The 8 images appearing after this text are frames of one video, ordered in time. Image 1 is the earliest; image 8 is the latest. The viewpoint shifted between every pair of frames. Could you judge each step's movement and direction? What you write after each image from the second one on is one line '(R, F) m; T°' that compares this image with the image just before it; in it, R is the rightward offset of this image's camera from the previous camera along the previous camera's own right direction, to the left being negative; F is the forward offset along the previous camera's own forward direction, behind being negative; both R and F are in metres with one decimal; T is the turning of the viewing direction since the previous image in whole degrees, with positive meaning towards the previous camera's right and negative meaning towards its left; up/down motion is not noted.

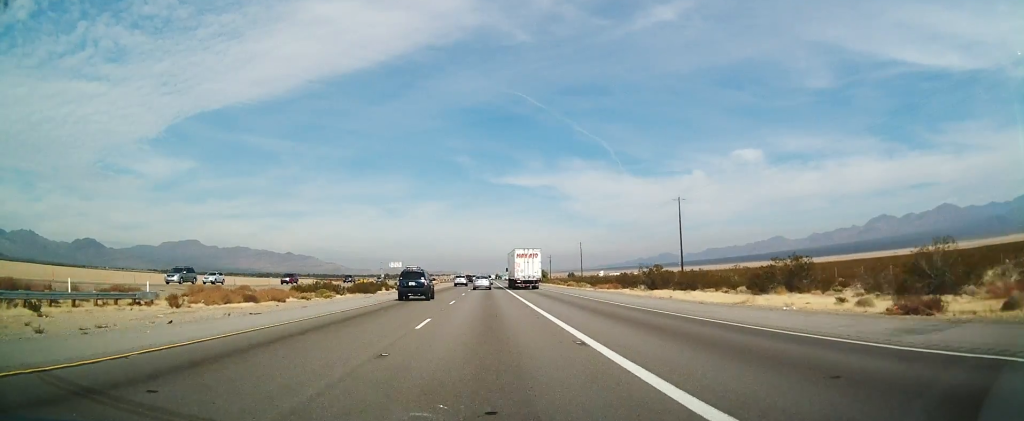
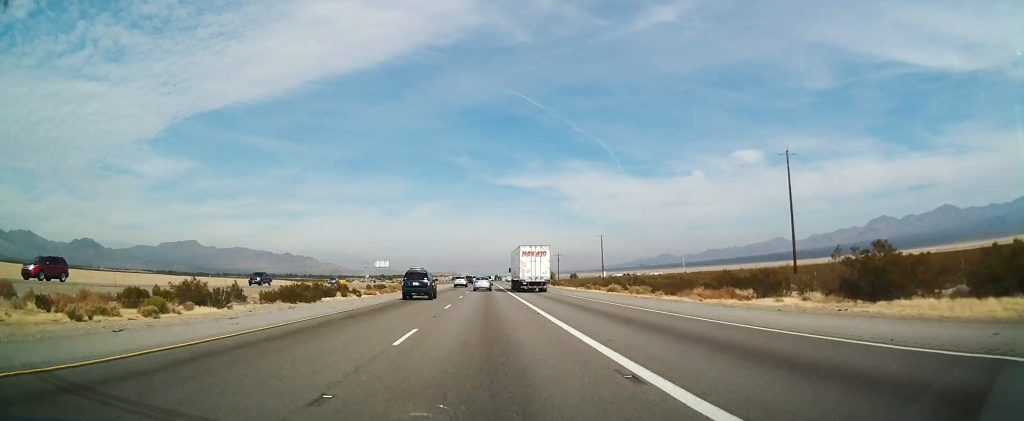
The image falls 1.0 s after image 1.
(-0.2, +32.8) m; 0°
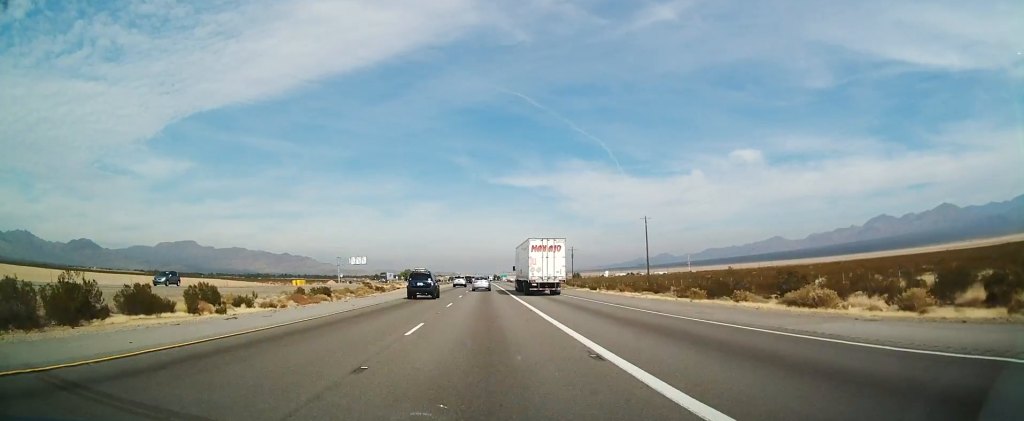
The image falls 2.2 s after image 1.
(-0.2, +41.5) m; 0°
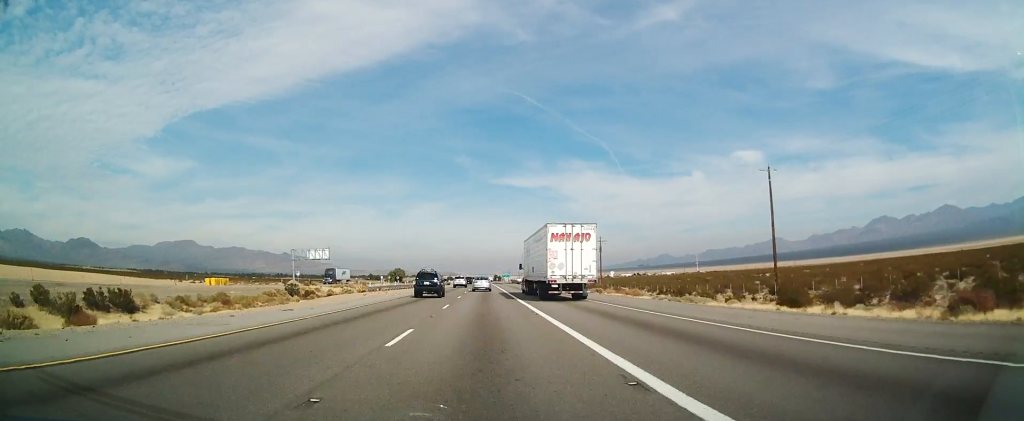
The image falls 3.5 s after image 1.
(0.0, +47.5) m; +1°
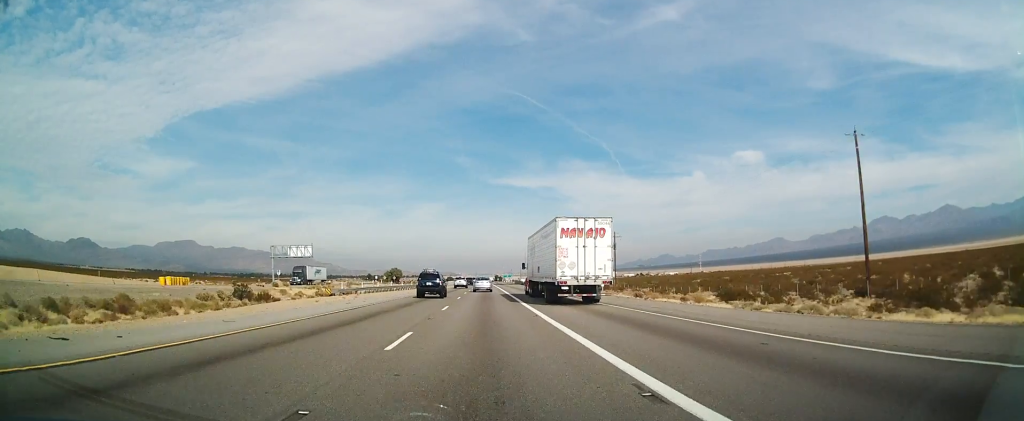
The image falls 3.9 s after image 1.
(+0.2, +16.4) m; 0°
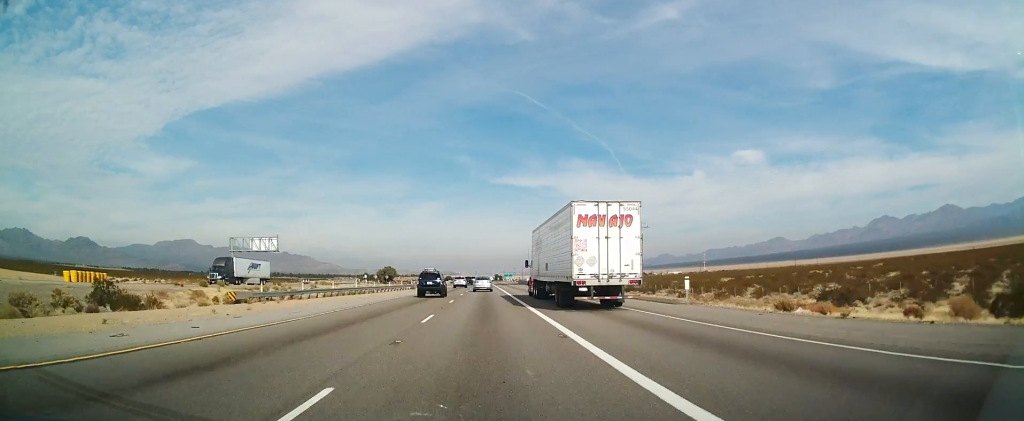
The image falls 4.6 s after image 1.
(+0.1, +24.2) m; 0°
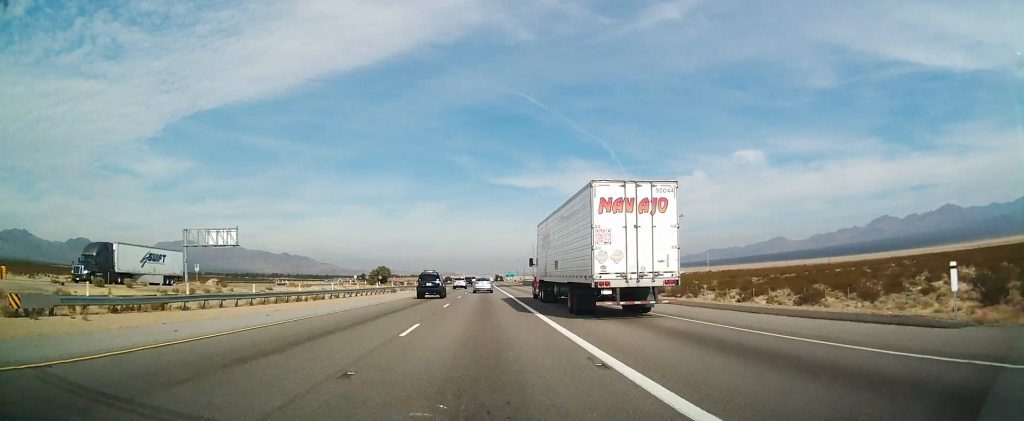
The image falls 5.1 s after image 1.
(0.0, +21.7) m; 0°
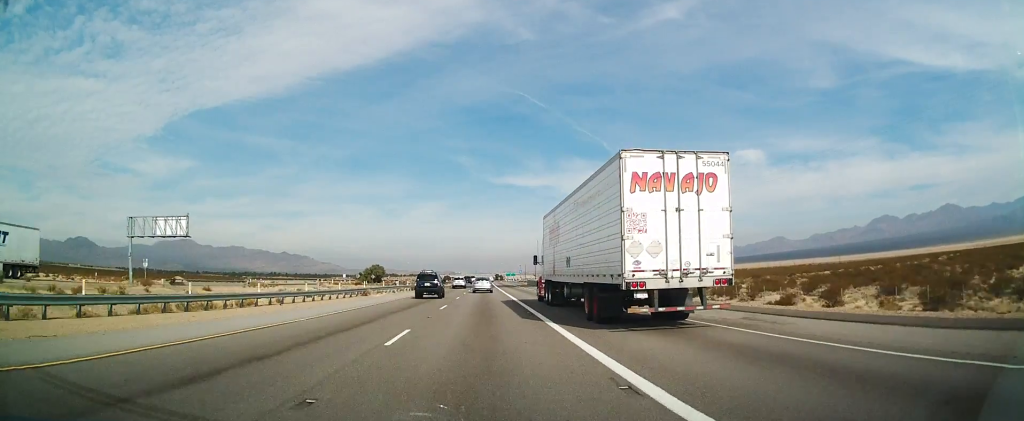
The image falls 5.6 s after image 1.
(0.0, +18.5) m; 0°
